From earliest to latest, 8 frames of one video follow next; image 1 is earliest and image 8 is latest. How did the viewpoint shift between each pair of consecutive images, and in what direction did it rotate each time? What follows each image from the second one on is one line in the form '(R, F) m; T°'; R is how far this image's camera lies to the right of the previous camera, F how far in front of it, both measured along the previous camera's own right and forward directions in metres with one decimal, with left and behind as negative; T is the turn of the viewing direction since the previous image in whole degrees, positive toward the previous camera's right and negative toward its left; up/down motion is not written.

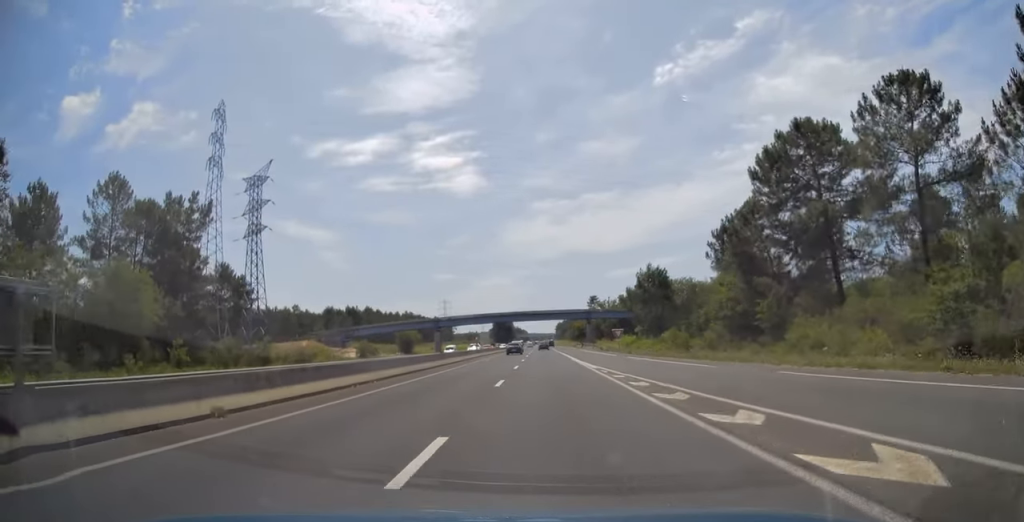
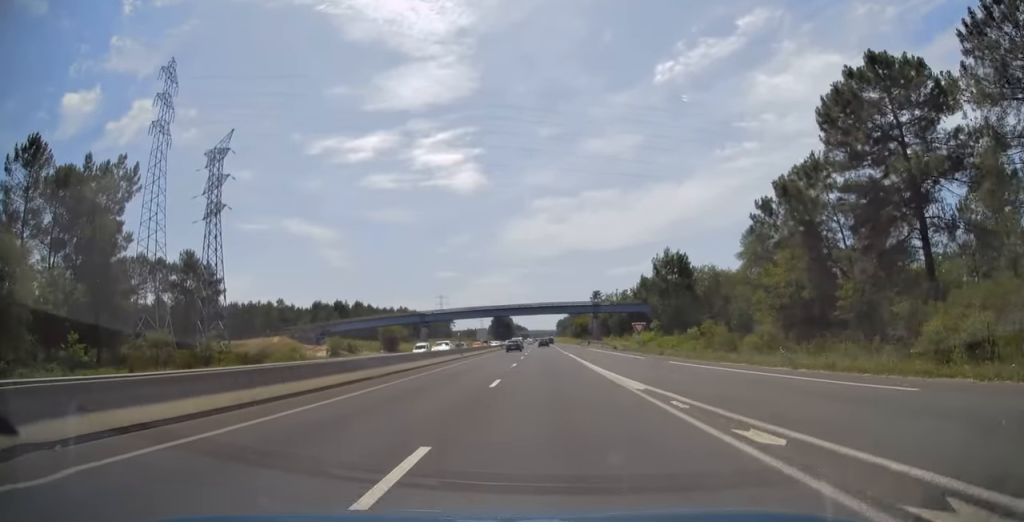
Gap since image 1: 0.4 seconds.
(-0.1, +14.0) m; 0°
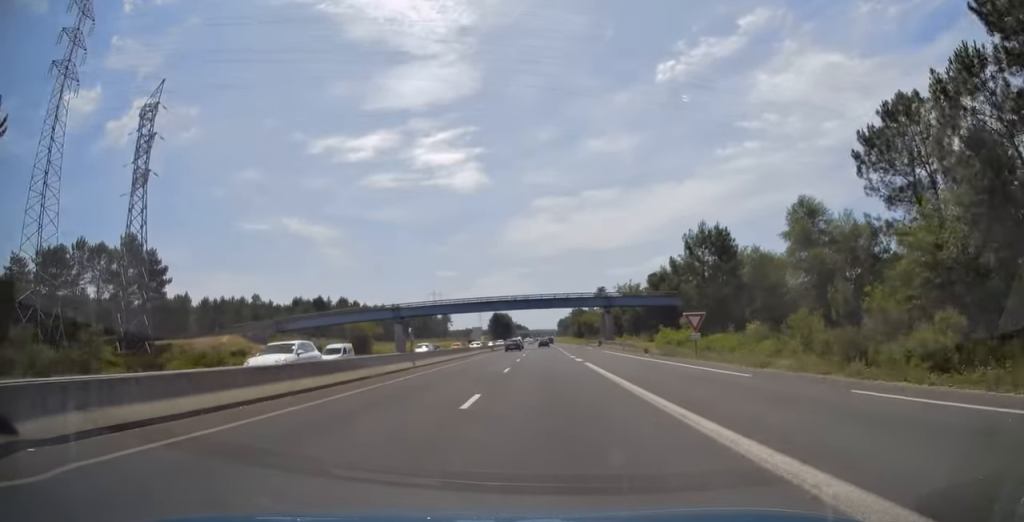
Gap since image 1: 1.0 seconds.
(0.0, +18.8) m; 0°
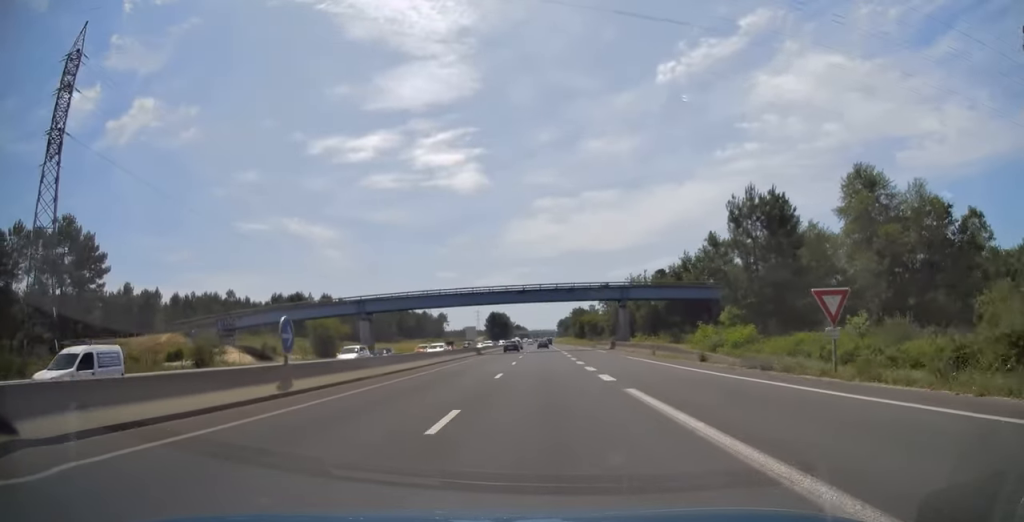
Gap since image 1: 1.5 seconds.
(0.0, +16.2) m; 0°
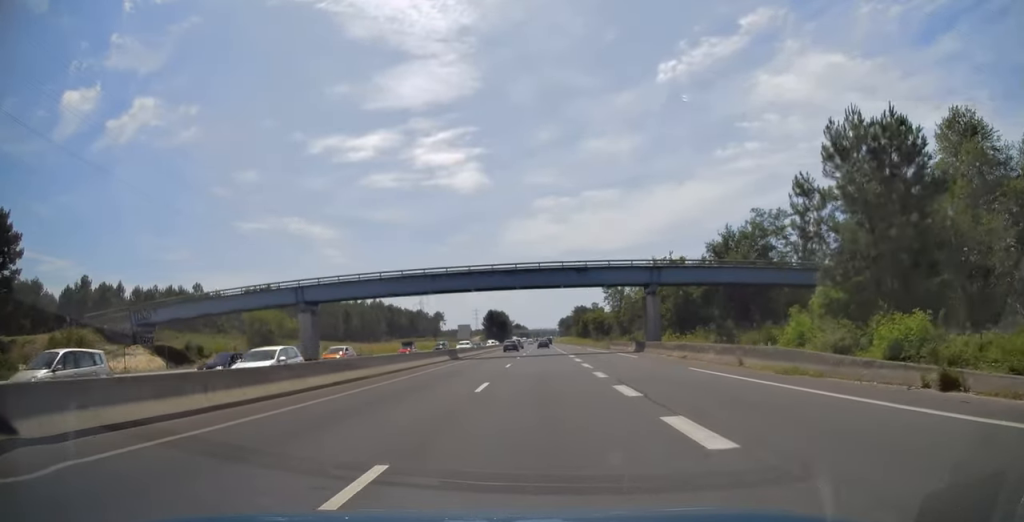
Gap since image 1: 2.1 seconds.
(0.0, +18.3) m; 0°
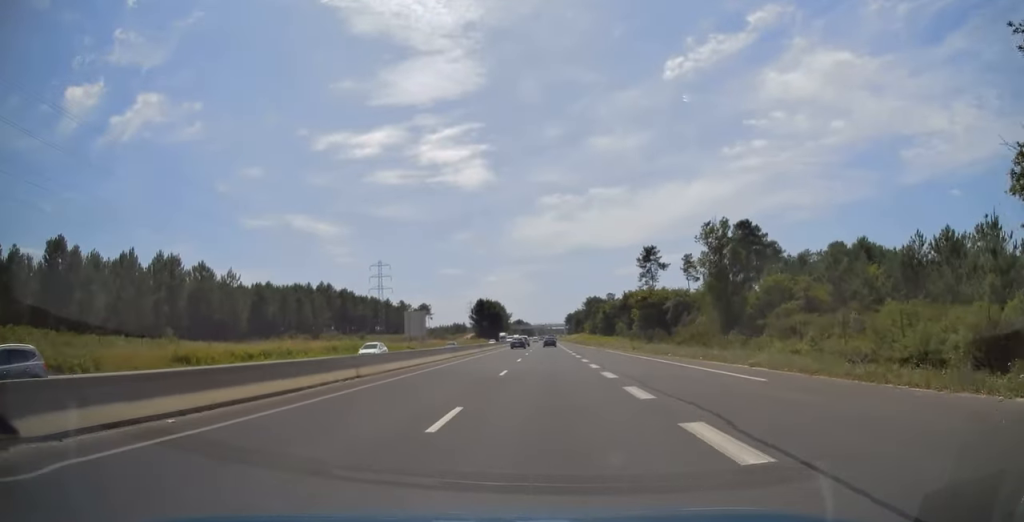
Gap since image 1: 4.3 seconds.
(0.0, +72.7) m; 0°
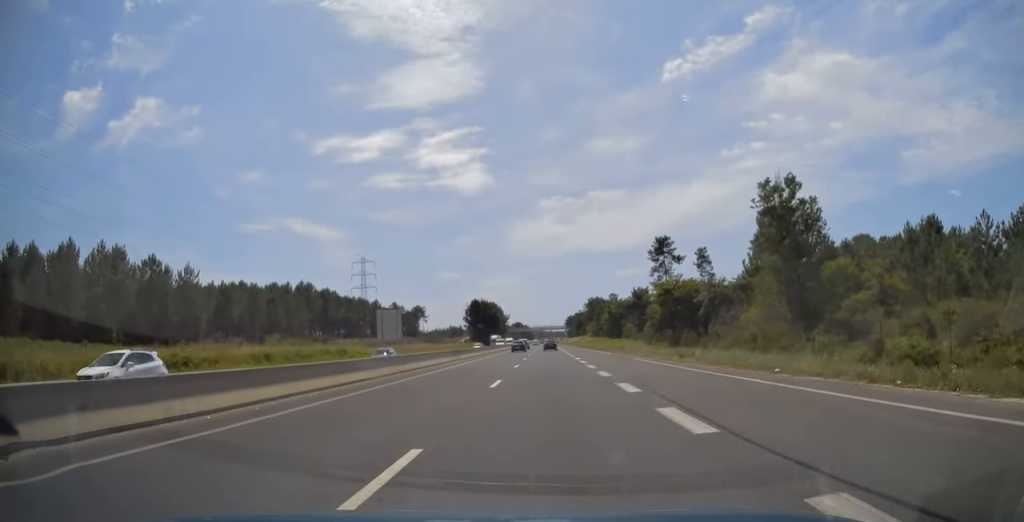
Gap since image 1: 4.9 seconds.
(0.0, +17.2) m; 0°
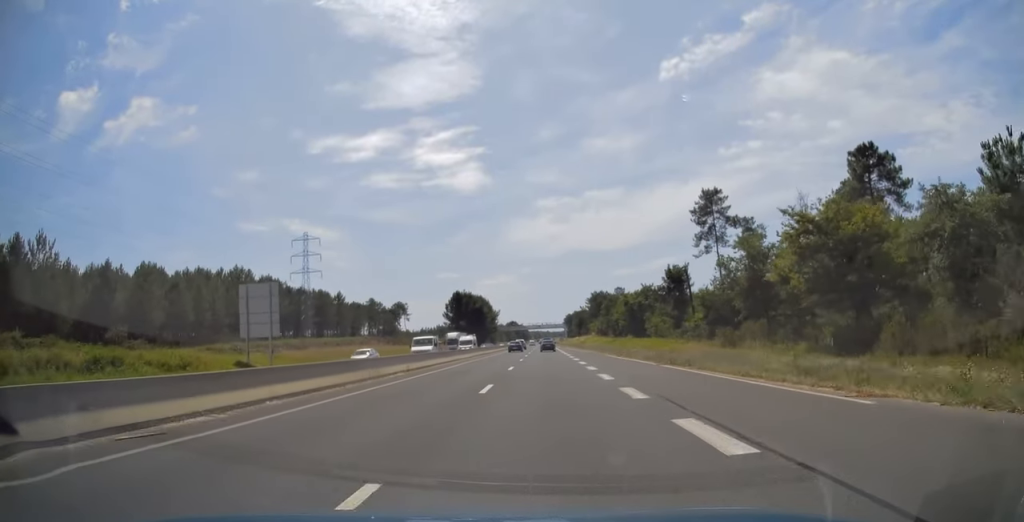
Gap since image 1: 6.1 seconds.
(0.0, +40.9) m; 0°
